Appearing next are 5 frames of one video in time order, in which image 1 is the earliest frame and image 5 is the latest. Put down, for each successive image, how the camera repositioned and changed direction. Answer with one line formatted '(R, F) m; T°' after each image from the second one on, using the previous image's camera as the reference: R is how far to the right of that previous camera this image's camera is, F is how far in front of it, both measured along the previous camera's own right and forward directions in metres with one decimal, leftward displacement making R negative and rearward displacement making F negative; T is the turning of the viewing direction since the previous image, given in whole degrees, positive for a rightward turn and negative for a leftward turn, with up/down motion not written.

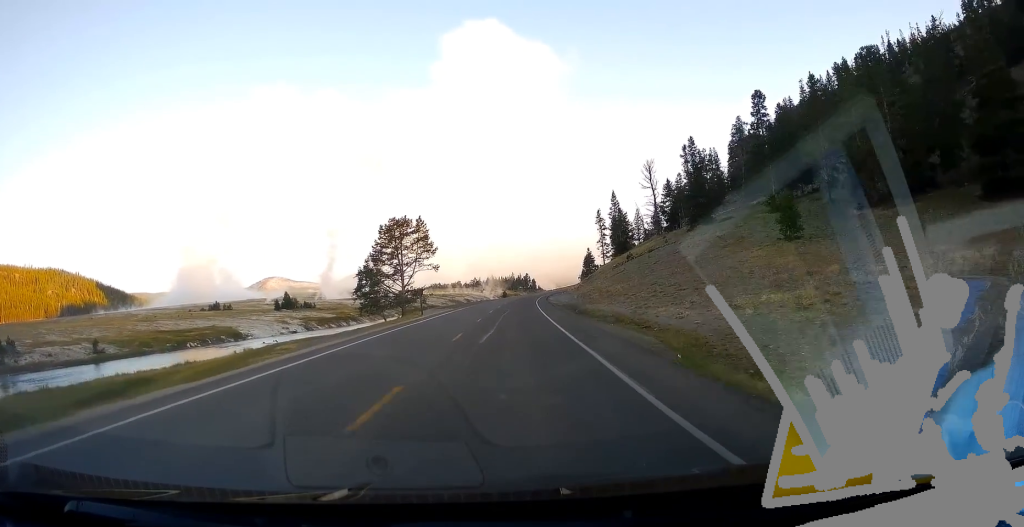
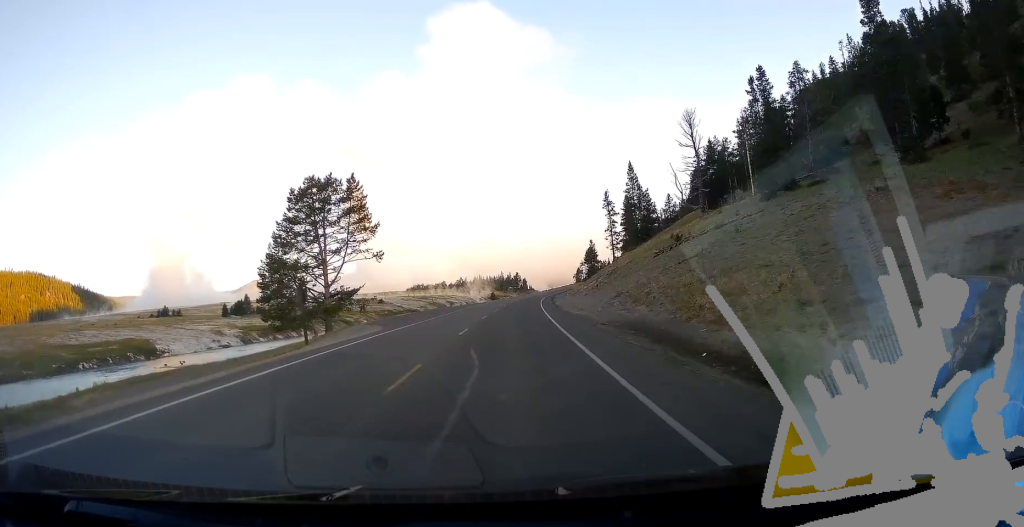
(+0.7, +34.1) m; +2°
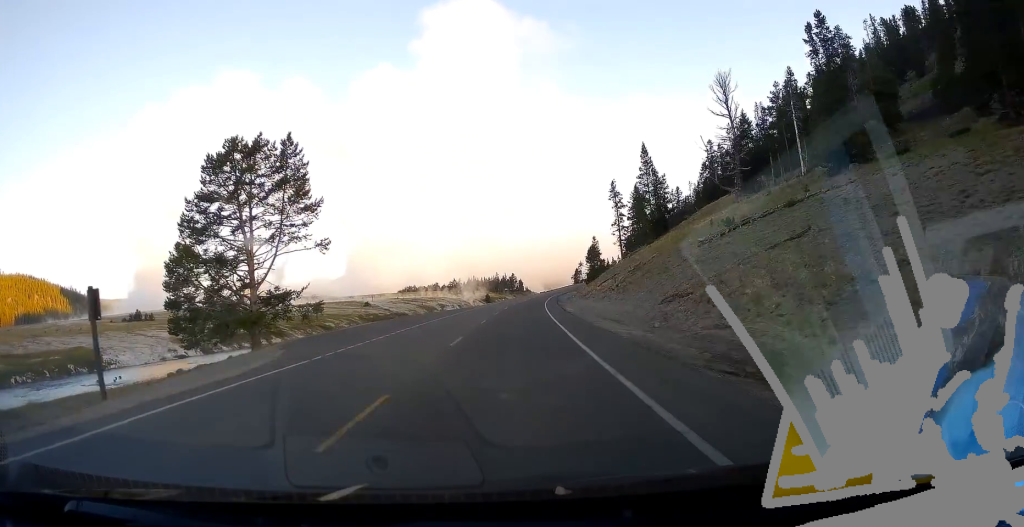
(+0.1, +15.9) m; 0°
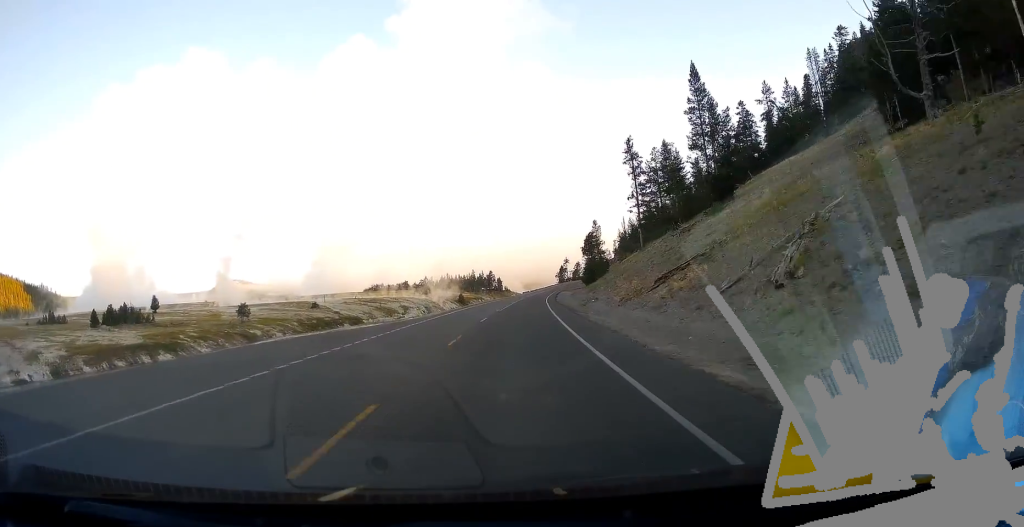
(+0.2, +36.6) m; +1°
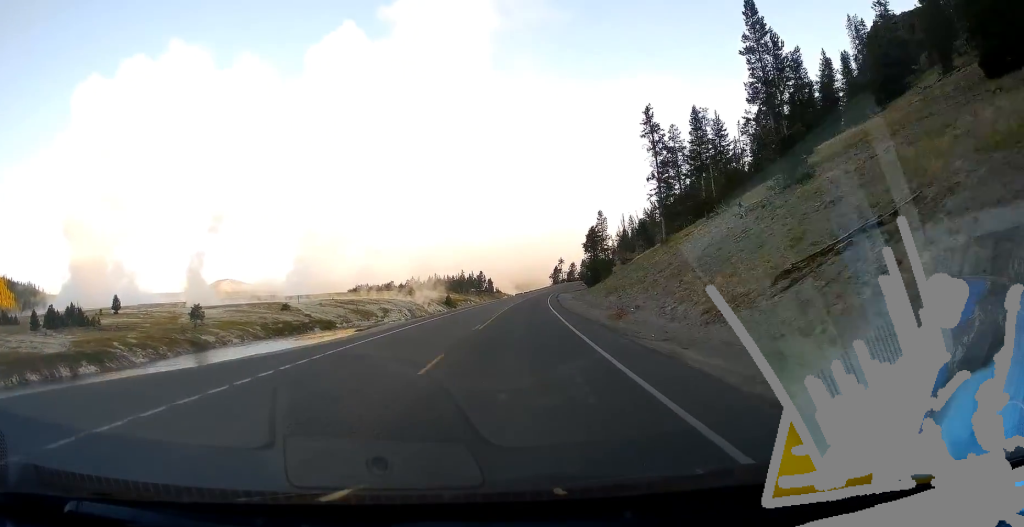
(+0.1, +18.9) m; +1°
